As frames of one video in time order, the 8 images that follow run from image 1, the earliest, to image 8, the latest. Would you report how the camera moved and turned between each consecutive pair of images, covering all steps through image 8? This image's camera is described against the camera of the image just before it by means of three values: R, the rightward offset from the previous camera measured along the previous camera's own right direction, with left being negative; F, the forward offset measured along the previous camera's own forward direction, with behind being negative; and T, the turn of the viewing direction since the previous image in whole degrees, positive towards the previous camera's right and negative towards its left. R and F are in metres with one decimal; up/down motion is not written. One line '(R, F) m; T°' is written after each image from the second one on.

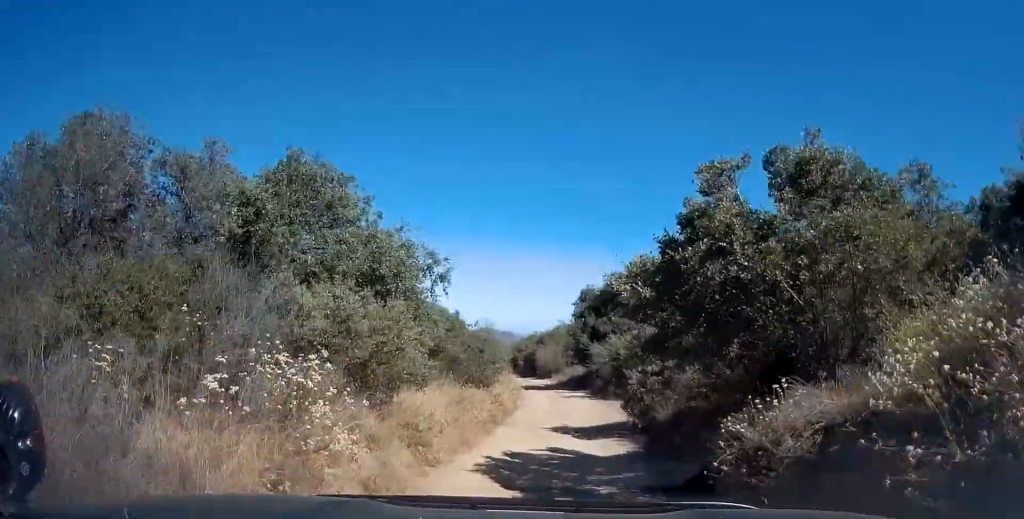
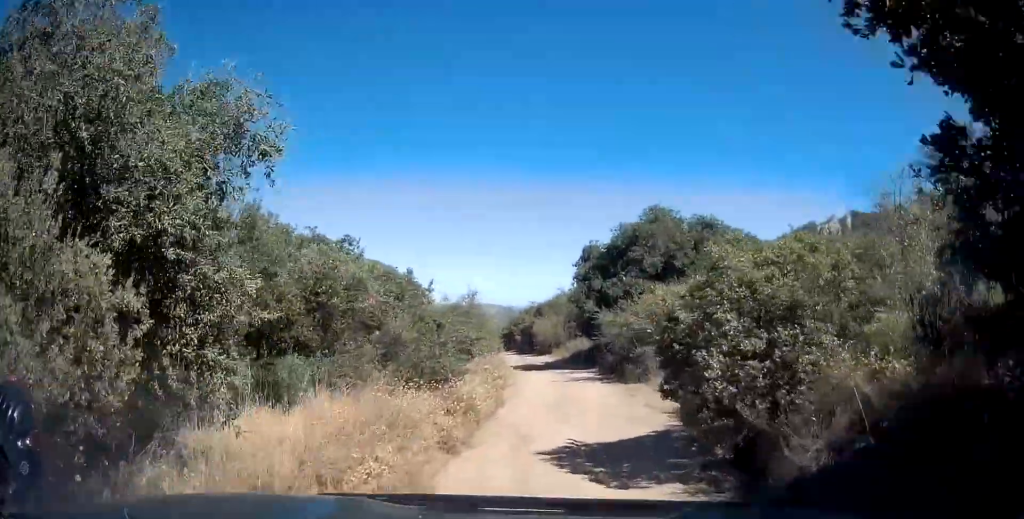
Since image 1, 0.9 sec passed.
(-0.2, +6.8) m; -2°
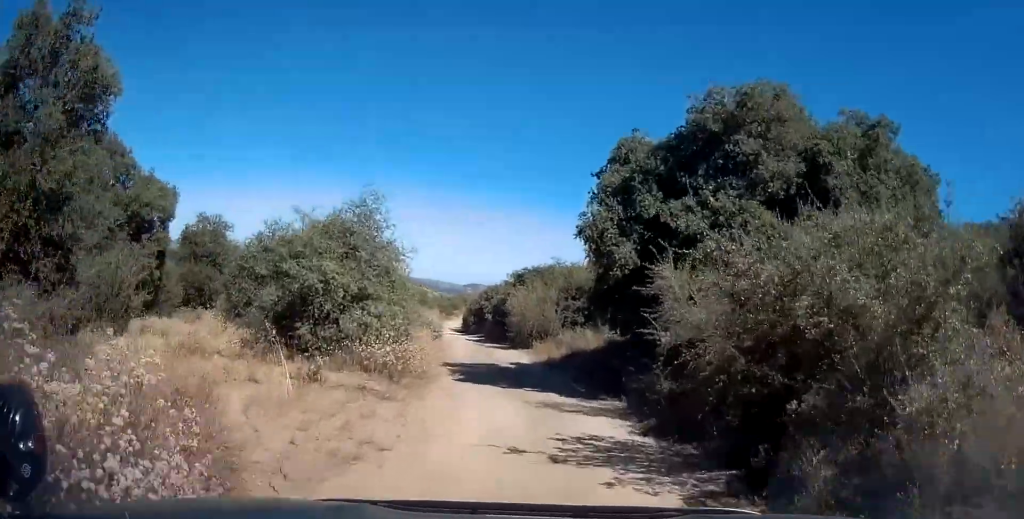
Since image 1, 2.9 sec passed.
(+0.5, +16.3) m; +2°
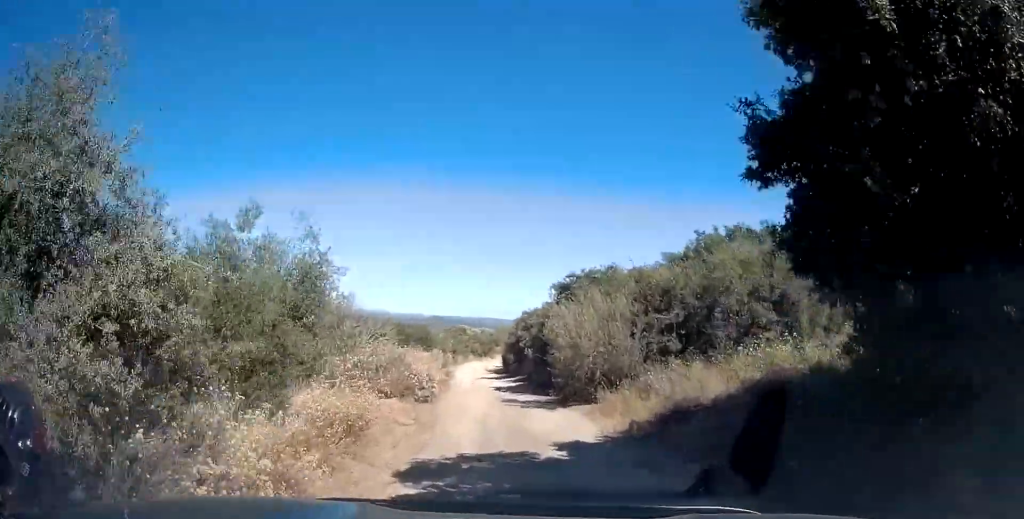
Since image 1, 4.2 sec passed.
(-0.6, +10.7) m; -6°
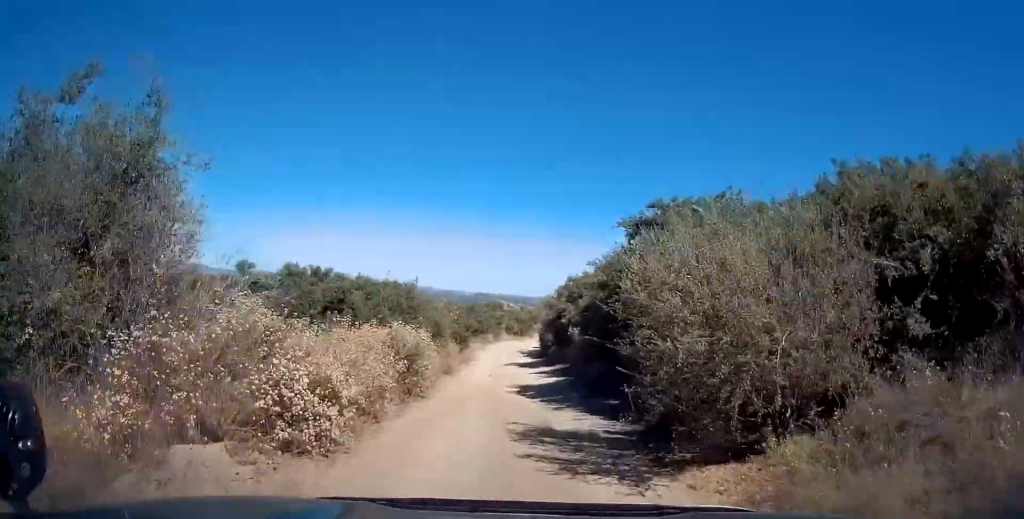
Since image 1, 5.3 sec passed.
(-0.3, +8.8) m; -3°
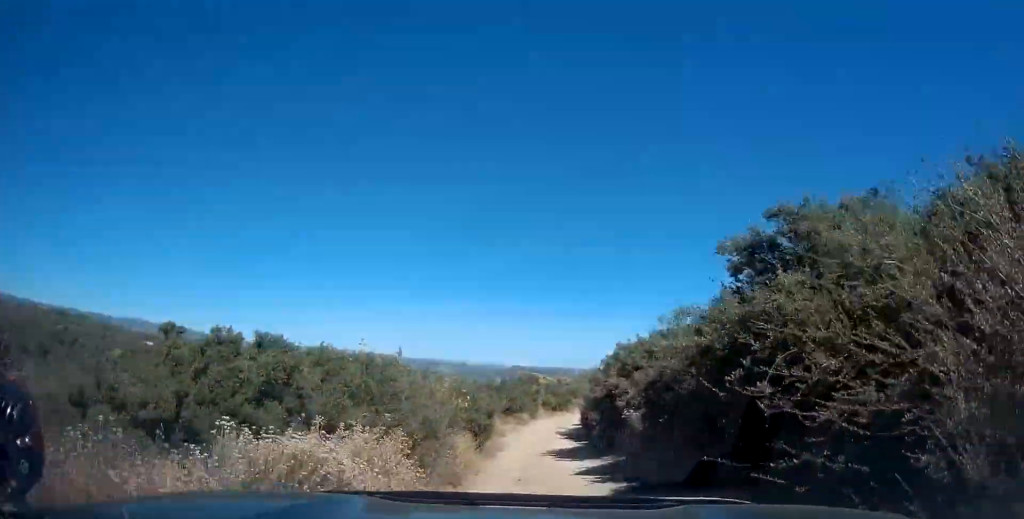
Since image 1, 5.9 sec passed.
(+0.1, +5.3) m; -2°
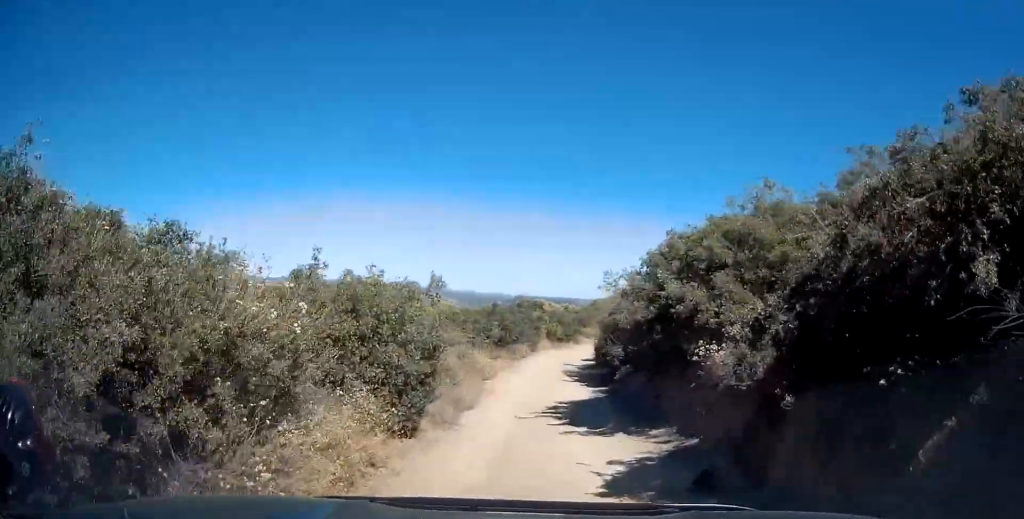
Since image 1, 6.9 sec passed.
(-0.4, +8.1) m; -2°
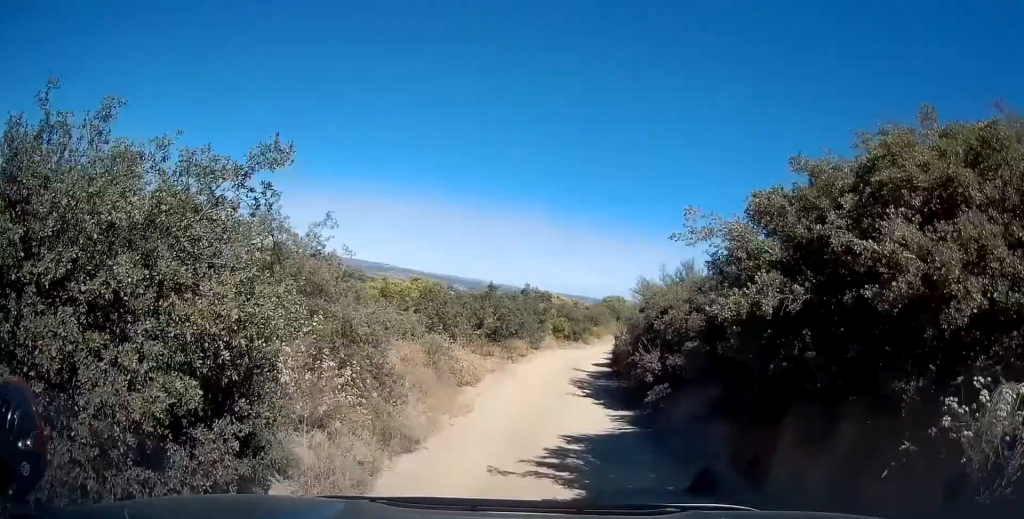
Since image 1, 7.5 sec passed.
(+0.1, +5.6) m; 0°
